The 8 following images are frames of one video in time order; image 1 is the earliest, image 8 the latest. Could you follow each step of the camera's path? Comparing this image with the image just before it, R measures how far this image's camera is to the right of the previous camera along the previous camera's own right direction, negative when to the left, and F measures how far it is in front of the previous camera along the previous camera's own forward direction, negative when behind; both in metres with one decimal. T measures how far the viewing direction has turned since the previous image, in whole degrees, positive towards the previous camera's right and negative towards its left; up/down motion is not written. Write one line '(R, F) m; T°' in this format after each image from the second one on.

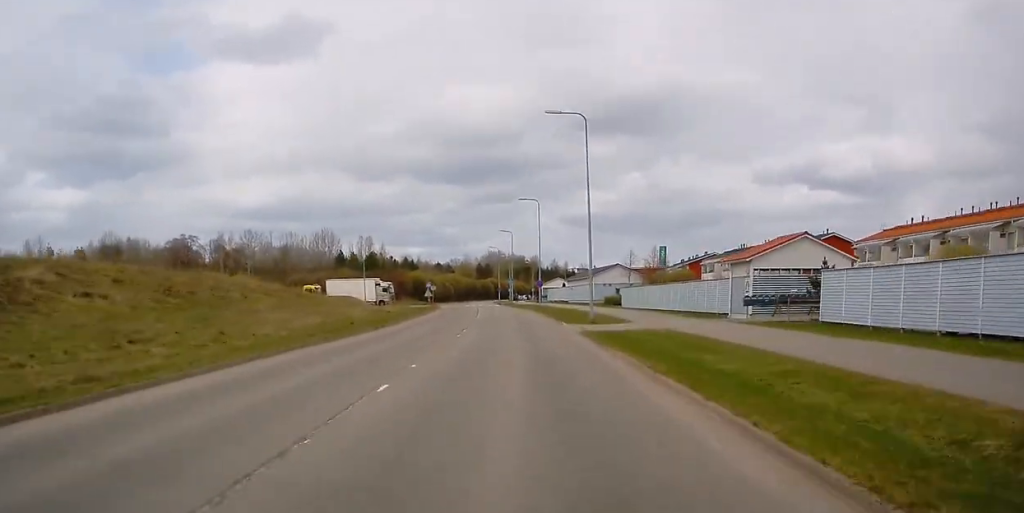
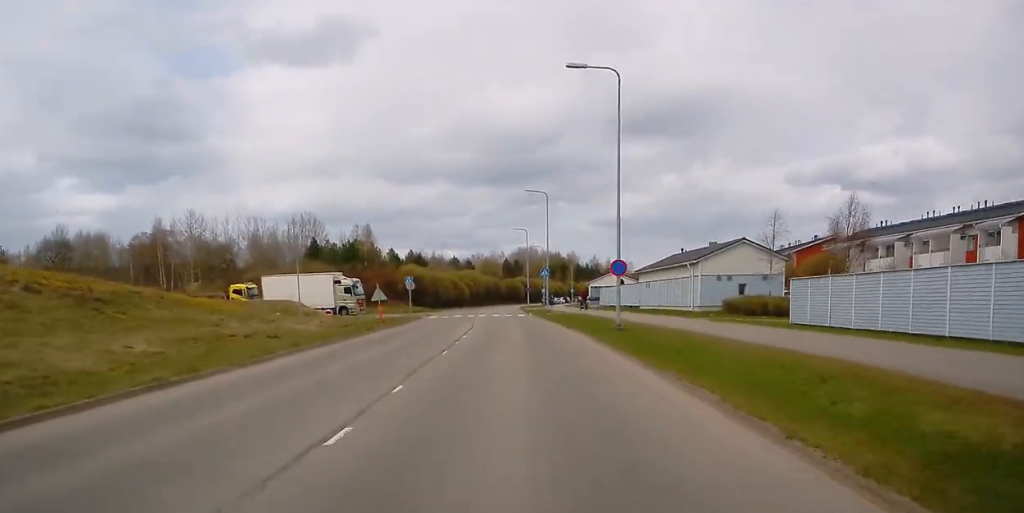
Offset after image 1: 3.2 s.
(-0.8, +44.2) m; -3°
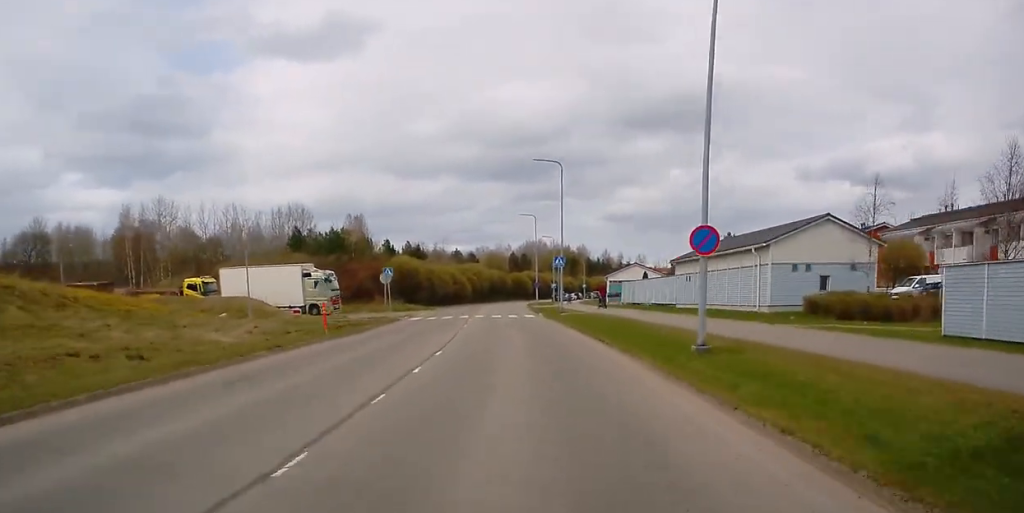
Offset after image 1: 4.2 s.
(-0.3, +13.5) m; -1°
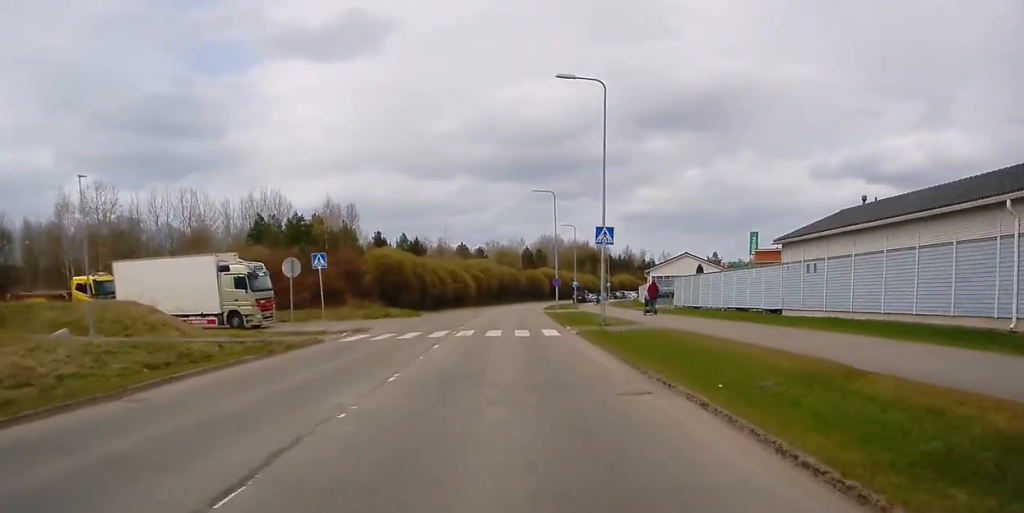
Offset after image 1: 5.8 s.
(-0.2, +21.4) m; -1°
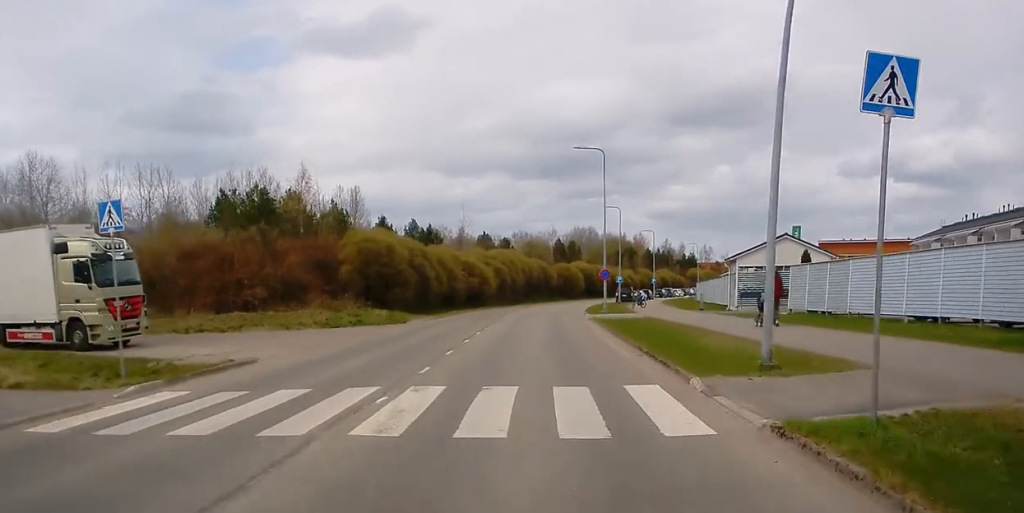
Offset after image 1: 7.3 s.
(0.0, +20.2) m; -1°
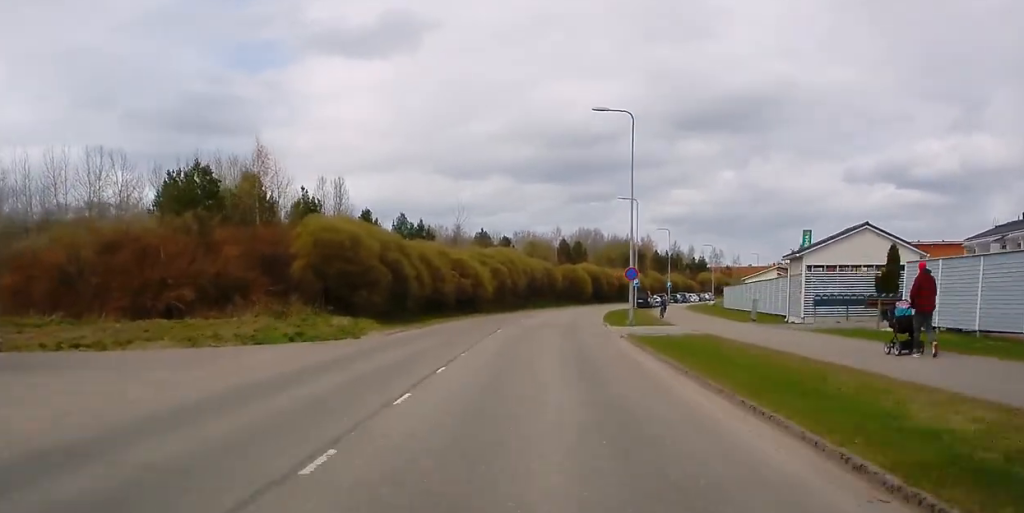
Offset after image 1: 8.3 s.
(-0.3, +12.2) m; 0°
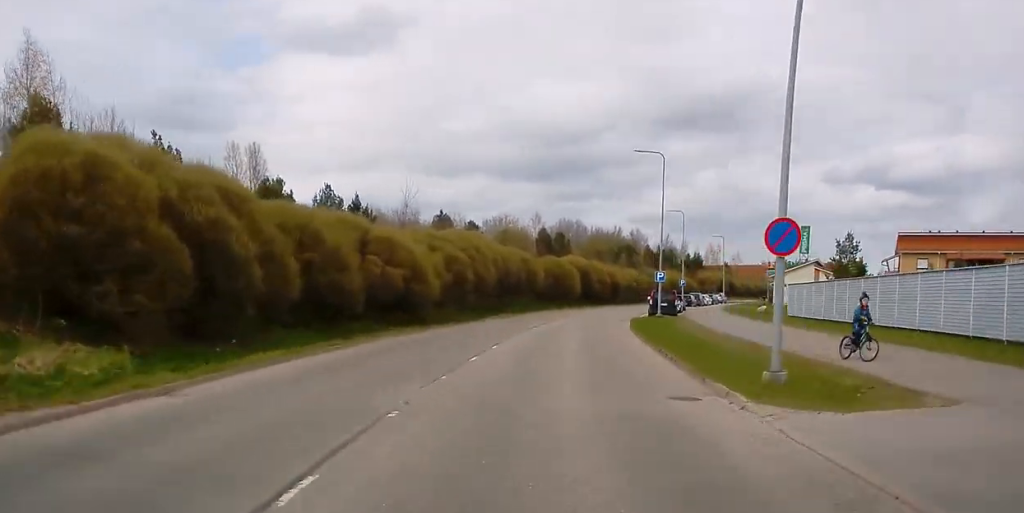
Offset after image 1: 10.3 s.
(+0.1, +26.1) m; +2°
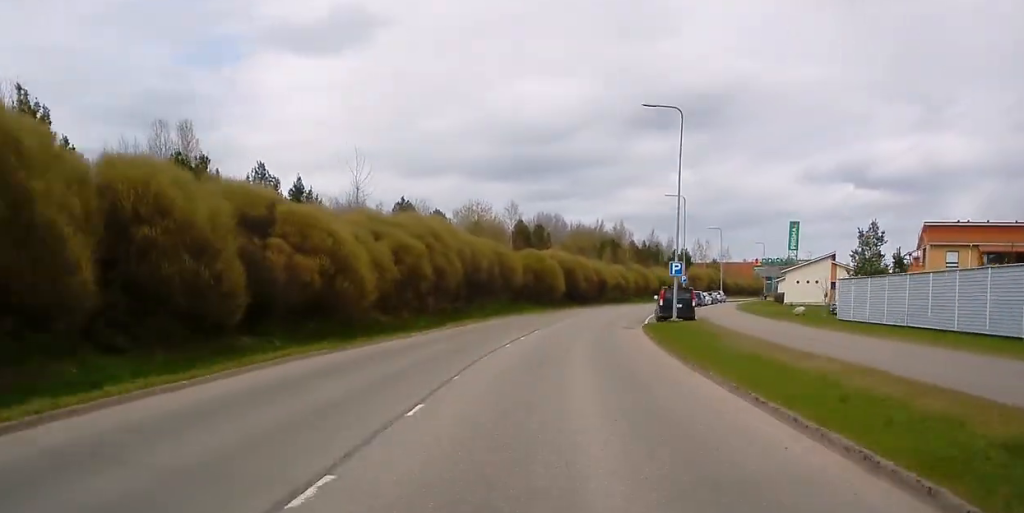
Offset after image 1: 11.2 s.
(0.0, +12.2) m; +2°
